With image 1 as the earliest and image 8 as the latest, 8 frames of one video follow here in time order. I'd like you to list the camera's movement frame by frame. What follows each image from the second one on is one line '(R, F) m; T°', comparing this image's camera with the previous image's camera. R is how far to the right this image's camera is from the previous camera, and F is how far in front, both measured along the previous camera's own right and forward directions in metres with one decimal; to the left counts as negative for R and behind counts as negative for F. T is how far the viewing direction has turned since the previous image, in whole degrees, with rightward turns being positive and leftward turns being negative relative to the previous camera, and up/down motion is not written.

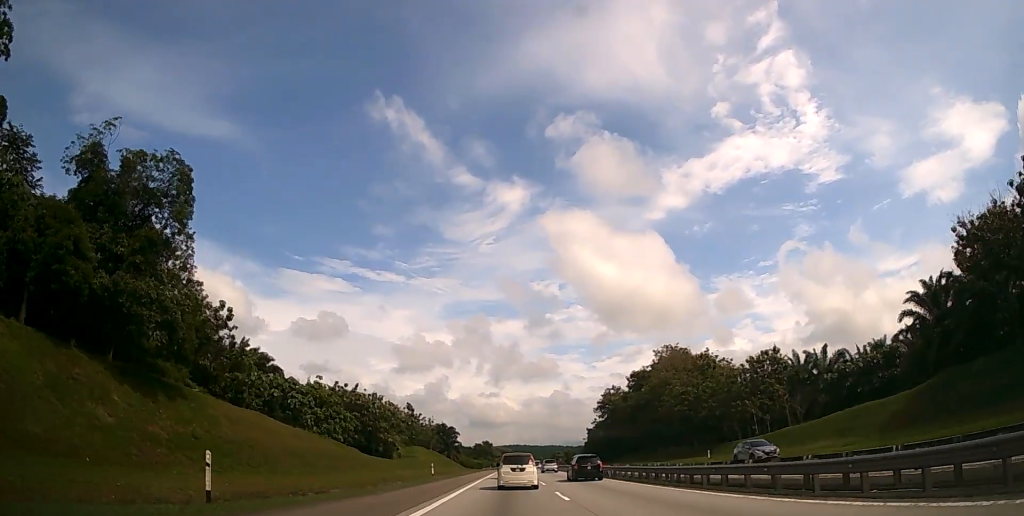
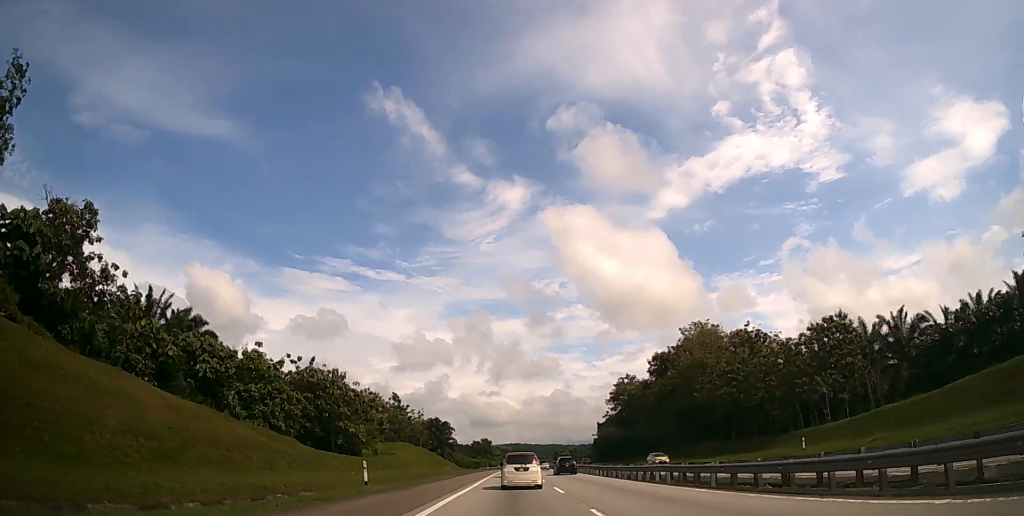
(0.0, +20.4) m; 0°
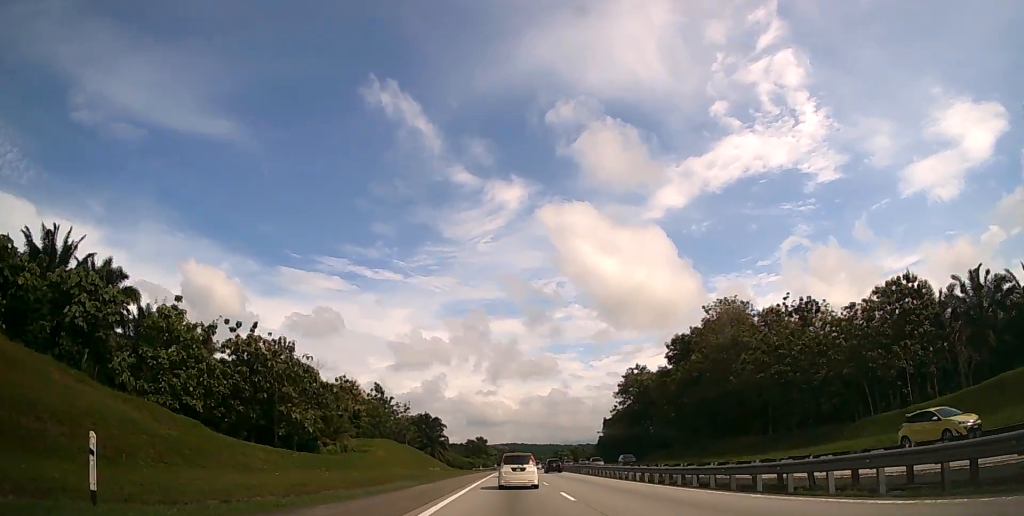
(0.0, +15.9) m; 0°
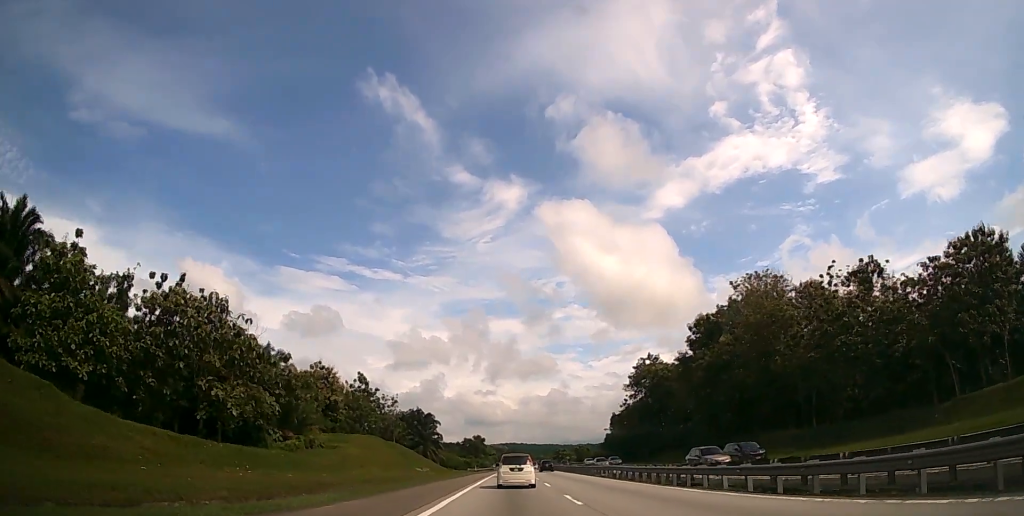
(0.0, +13.4) m; 0°
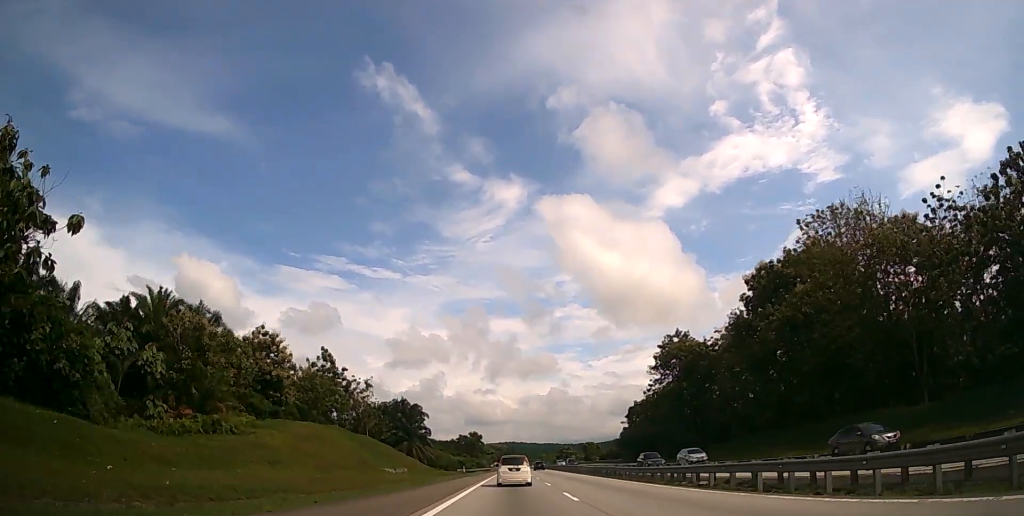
(0.0, +22.5) m; 0°
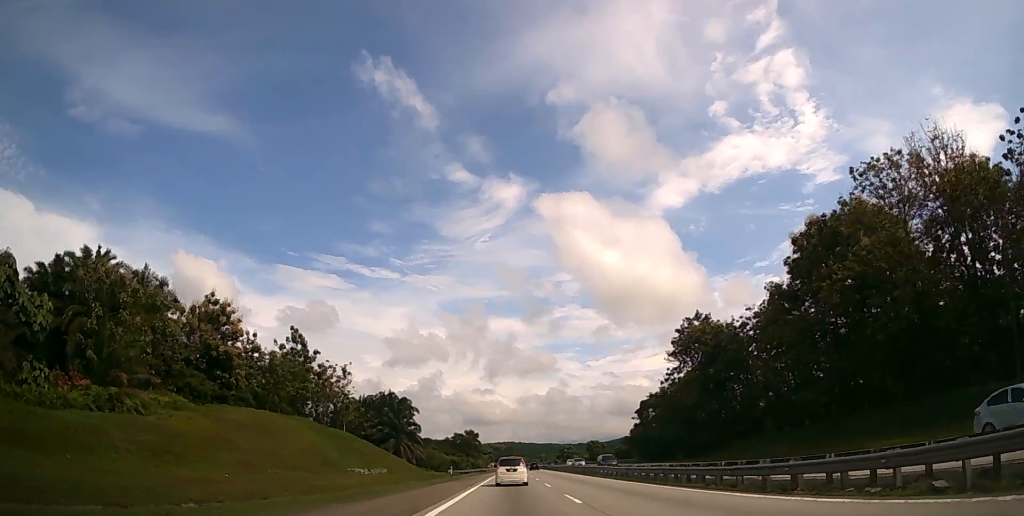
(+0.1, +12.9) m; 0°
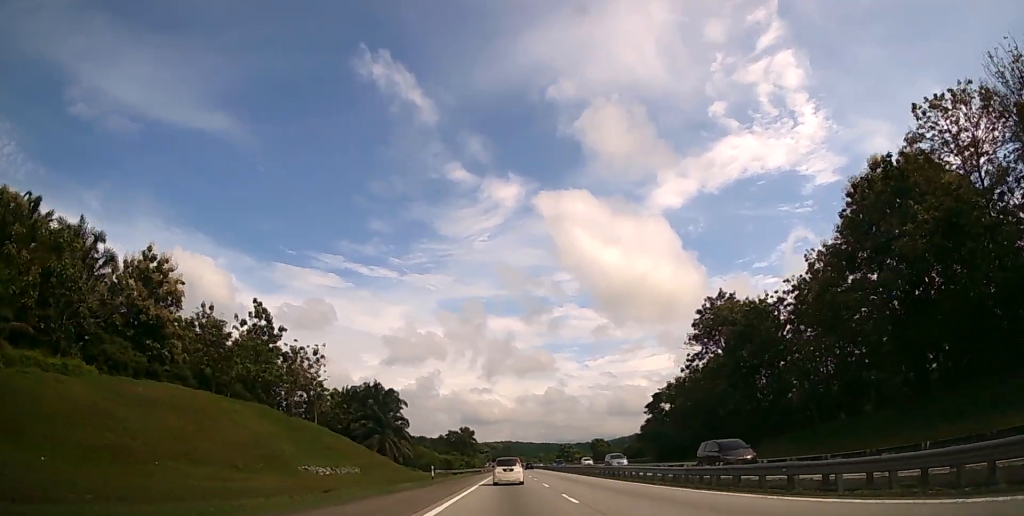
(0.0, +11.9) m; 0°
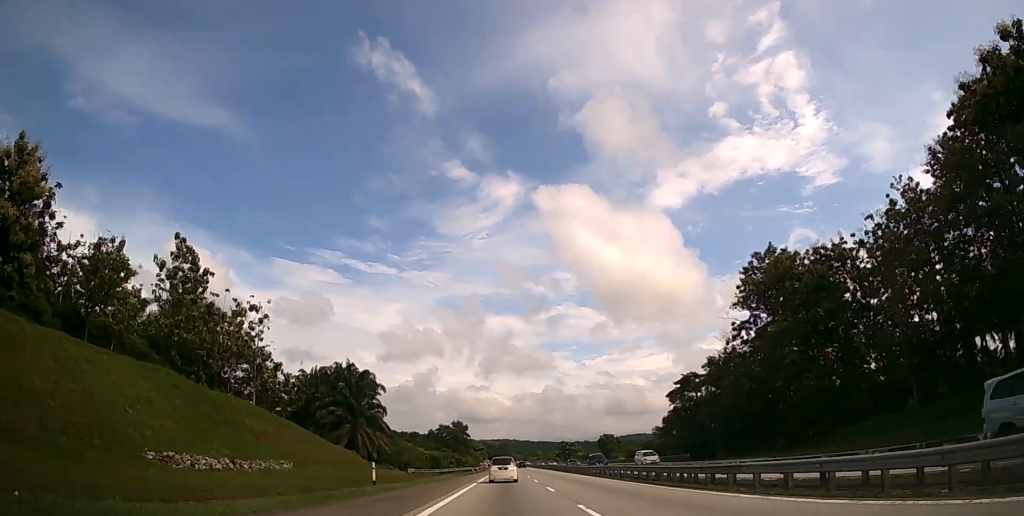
(+0.1, +18.1) m; +1°
